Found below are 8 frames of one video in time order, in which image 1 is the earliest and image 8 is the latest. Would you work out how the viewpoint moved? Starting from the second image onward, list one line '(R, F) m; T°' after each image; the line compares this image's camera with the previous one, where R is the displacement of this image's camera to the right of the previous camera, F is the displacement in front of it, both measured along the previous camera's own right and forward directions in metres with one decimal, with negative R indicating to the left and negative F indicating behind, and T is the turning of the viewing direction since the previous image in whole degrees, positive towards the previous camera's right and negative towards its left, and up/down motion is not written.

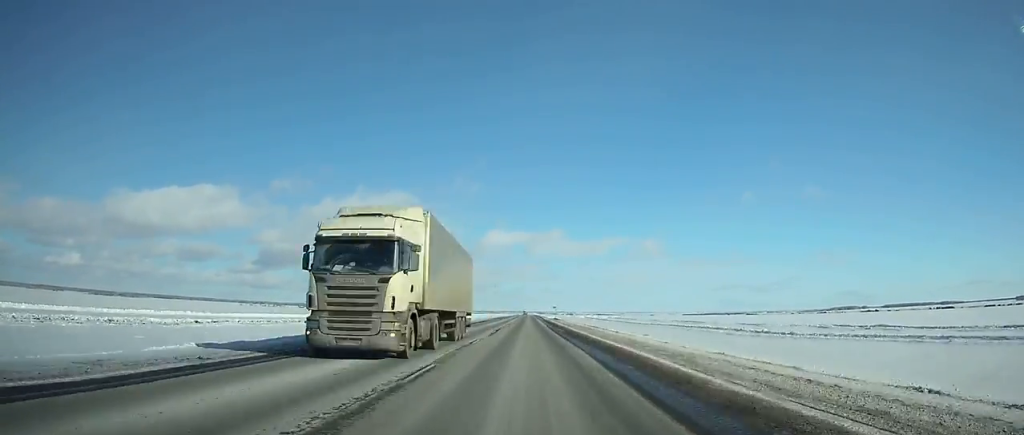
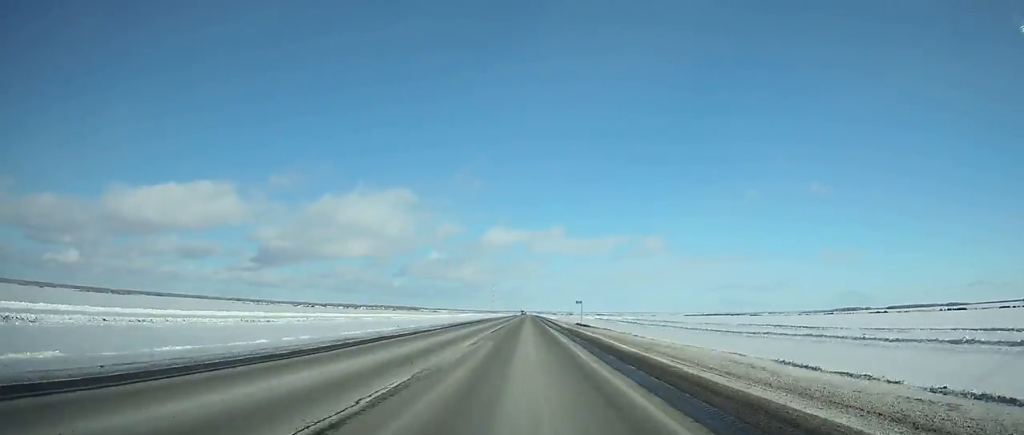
(0.0, +60.6) m; 0°
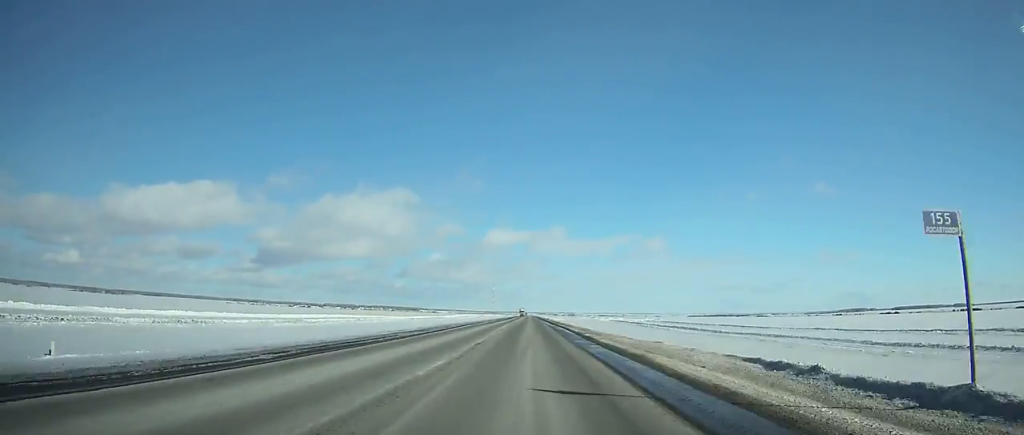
(+0.1, +57.6) m; 0°
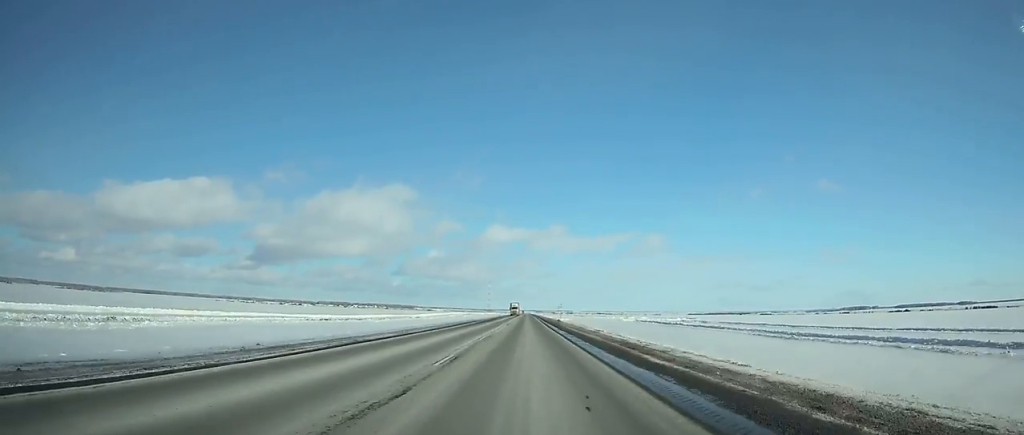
(+0.2, +70.5) m; 0°
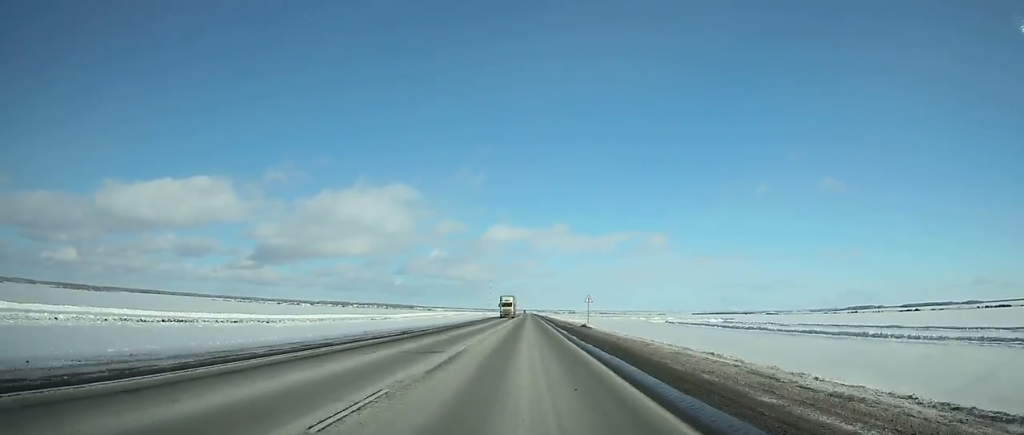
(+0.1, +44.9) m; 0°
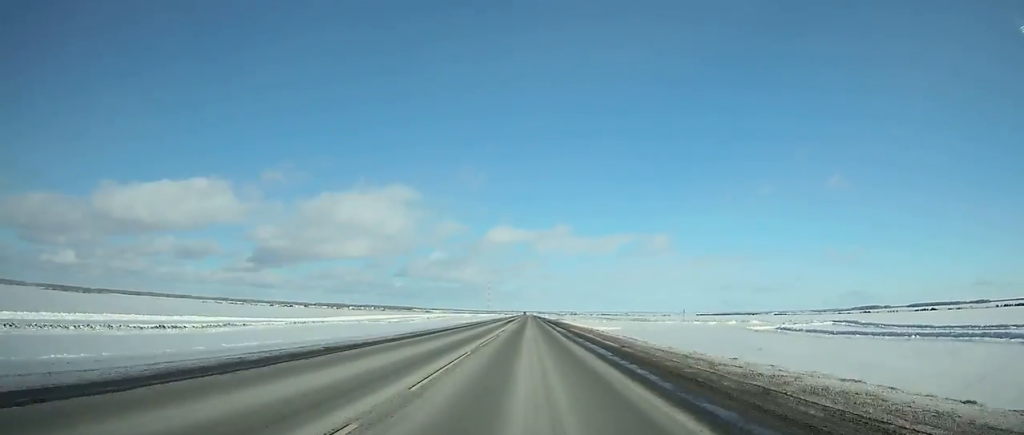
(-0.1, +77.1) m; 0°
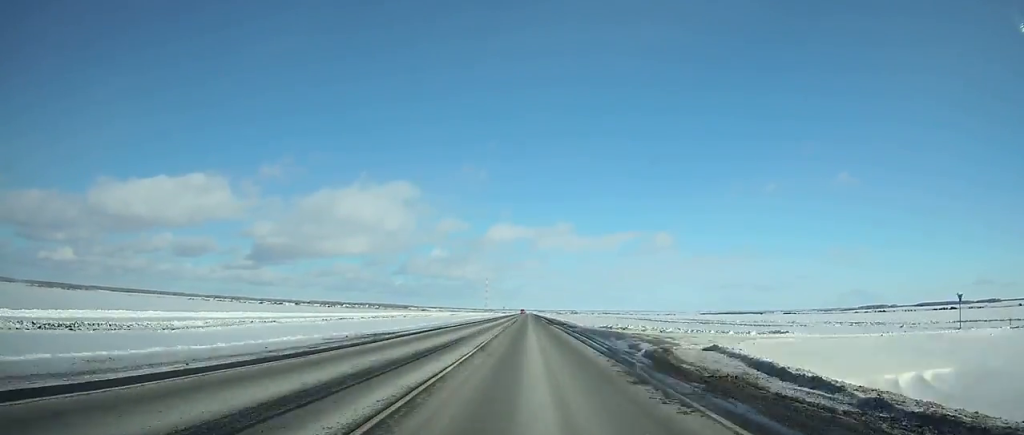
(+0.2, +92.9) m; 0°
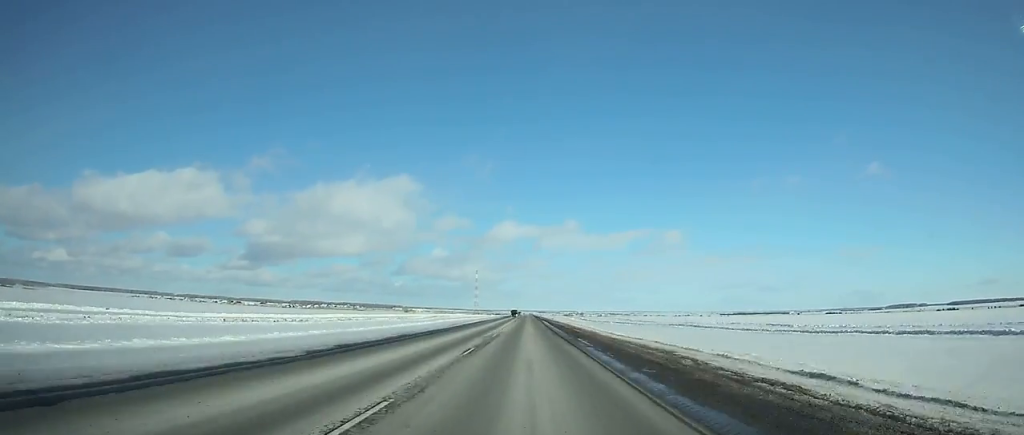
(-0.8, +345.9) m; 0°
